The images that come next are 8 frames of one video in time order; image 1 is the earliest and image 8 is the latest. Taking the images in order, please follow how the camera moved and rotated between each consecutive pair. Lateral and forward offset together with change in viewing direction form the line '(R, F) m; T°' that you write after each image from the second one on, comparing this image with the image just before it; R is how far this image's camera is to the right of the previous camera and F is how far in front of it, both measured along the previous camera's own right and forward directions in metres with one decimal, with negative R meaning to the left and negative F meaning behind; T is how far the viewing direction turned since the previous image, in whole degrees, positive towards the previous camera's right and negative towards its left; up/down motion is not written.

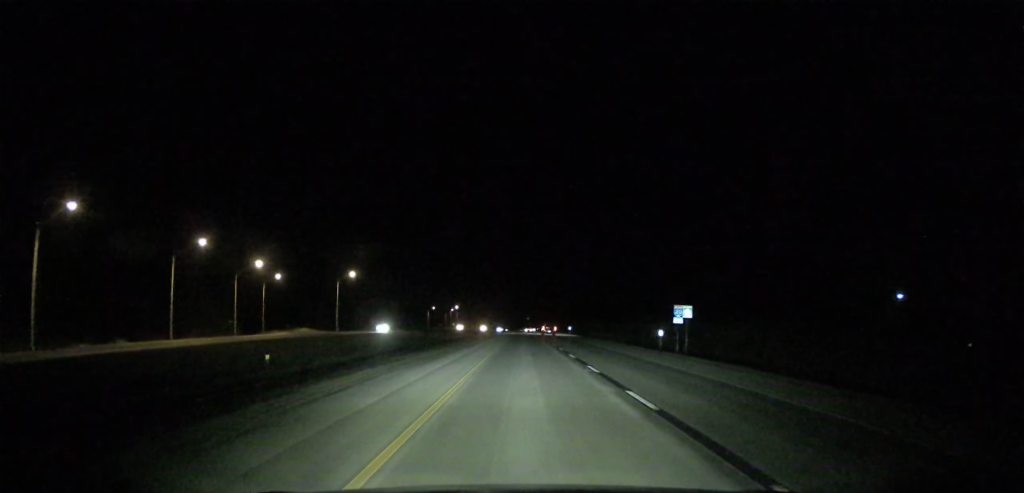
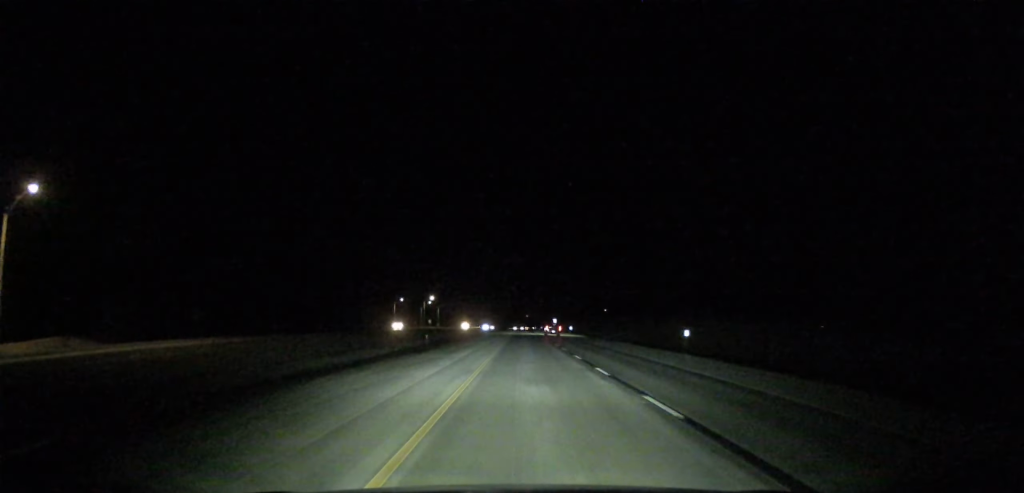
(+0.2, +107.4) m; 0°
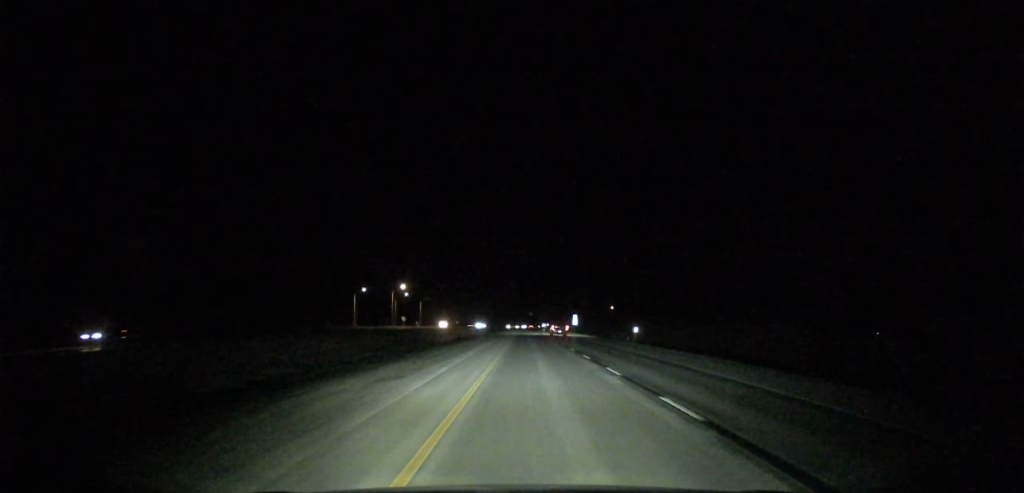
(+0.1, +80.1) m; 0°
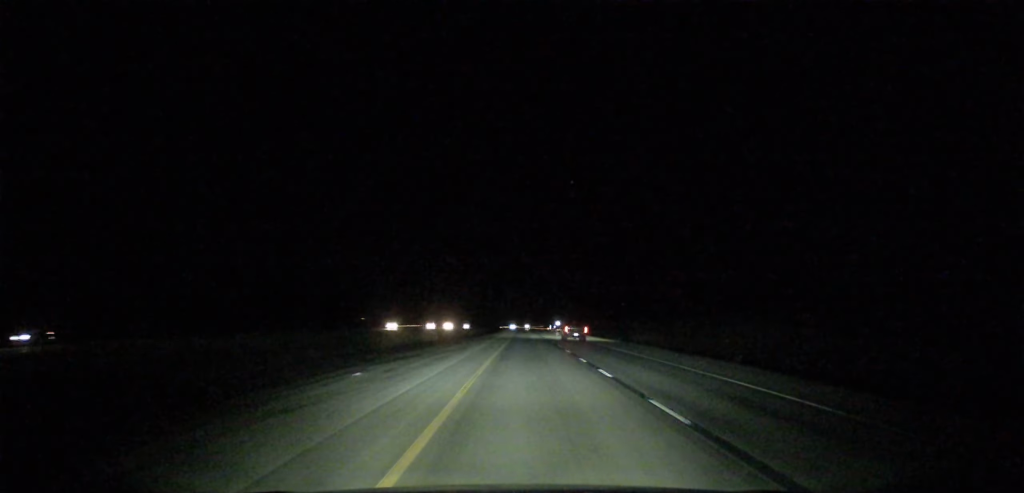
(-0.1, +293.2) m; 0°
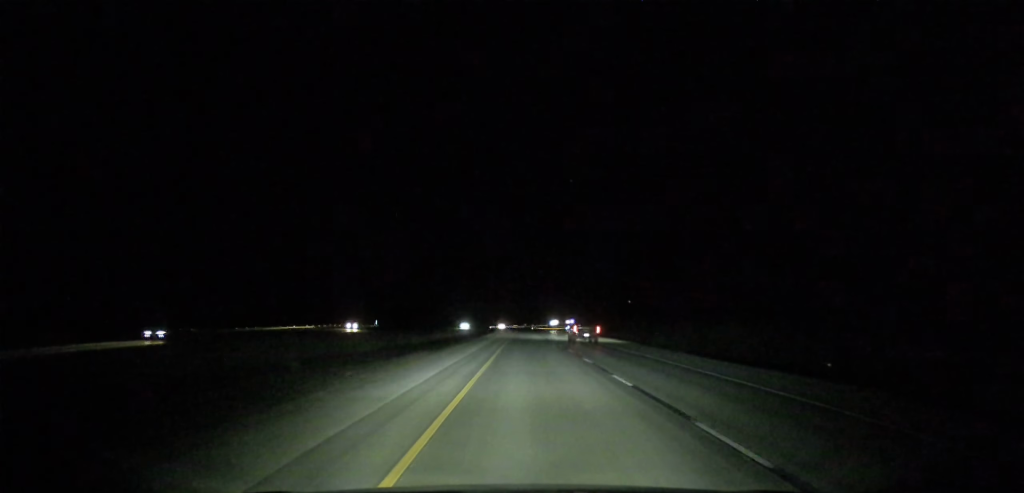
(+0.4, +125.6) m; +1°
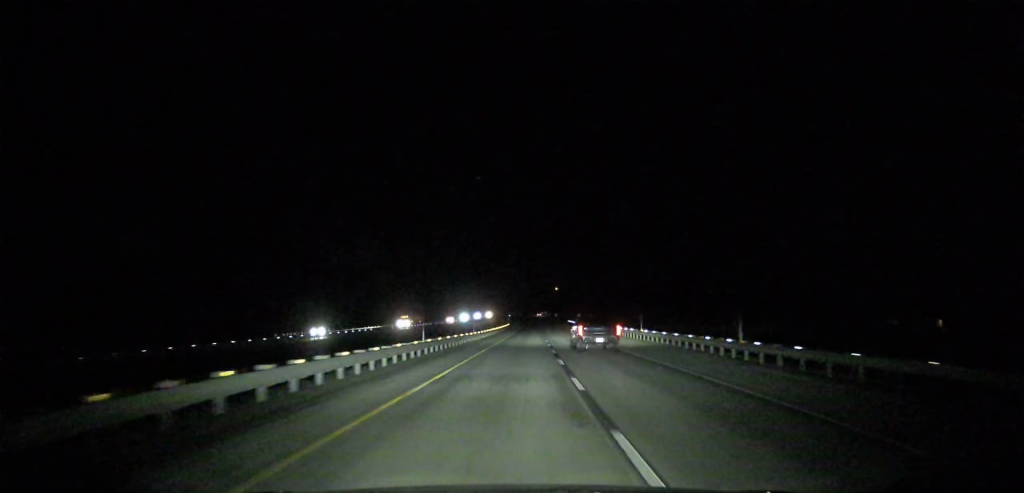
(+10.8, +285.7) m; +5°
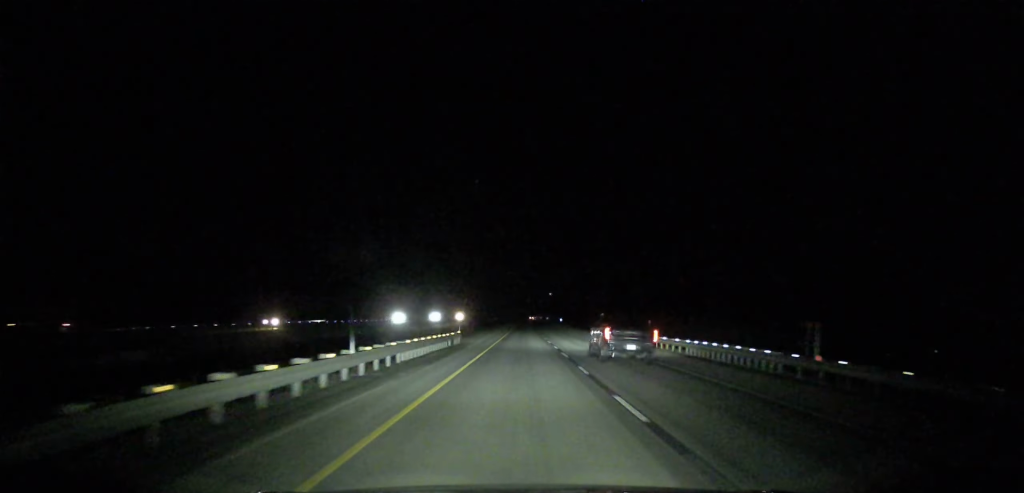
(+1.9, +94.7) m; +1°
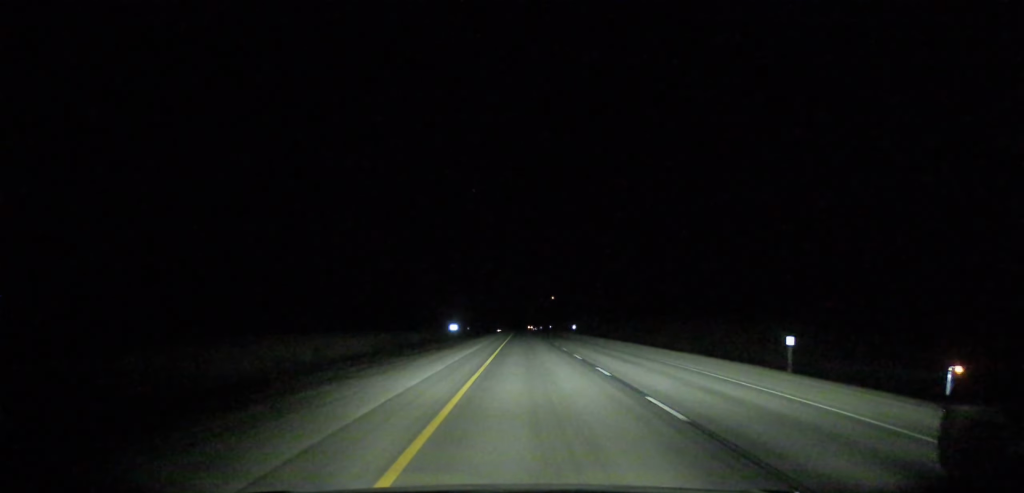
(+4.1, +269.1) m; +1°
